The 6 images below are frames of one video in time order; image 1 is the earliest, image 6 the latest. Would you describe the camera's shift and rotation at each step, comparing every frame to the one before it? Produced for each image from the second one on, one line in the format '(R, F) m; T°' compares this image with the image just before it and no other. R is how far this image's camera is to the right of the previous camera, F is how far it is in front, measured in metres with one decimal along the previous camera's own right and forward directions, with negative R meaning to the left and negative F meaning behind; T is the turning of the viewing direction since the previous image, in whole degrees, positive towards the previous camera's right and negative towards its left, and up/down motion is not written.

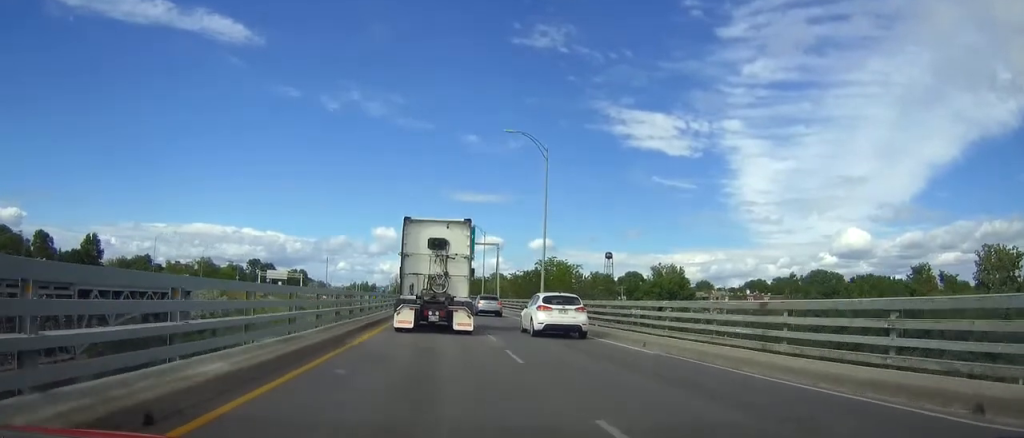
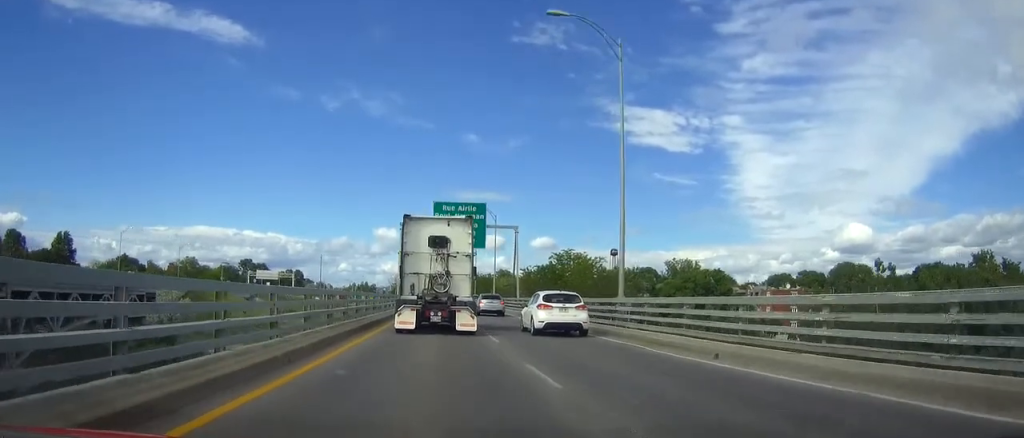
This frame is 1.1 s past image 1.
(-0.9, +20.7) m; -5°
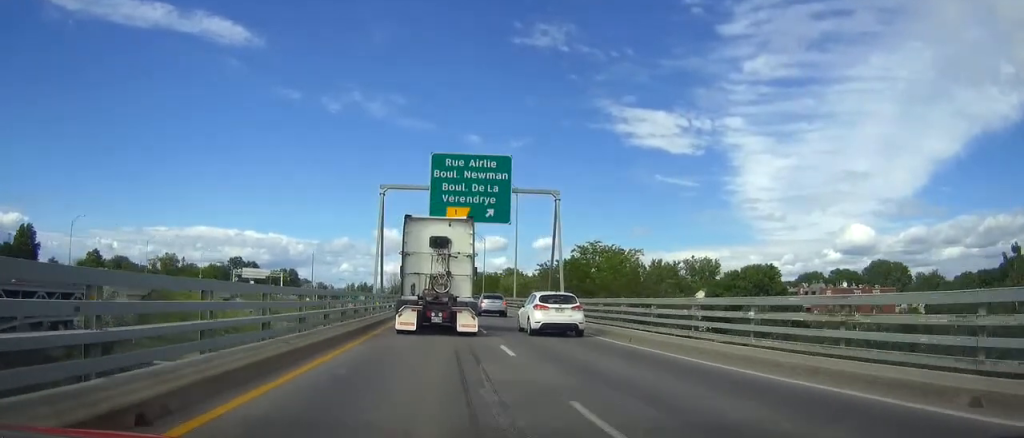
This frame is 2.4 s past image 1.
(-0.8, +24.7) m; -2°
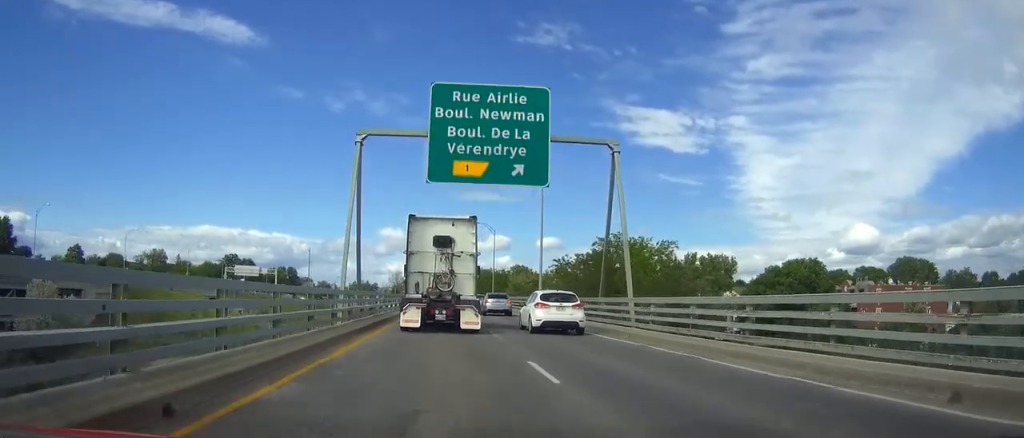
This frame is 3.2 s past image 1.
(0.0, +15.9) m; 0°
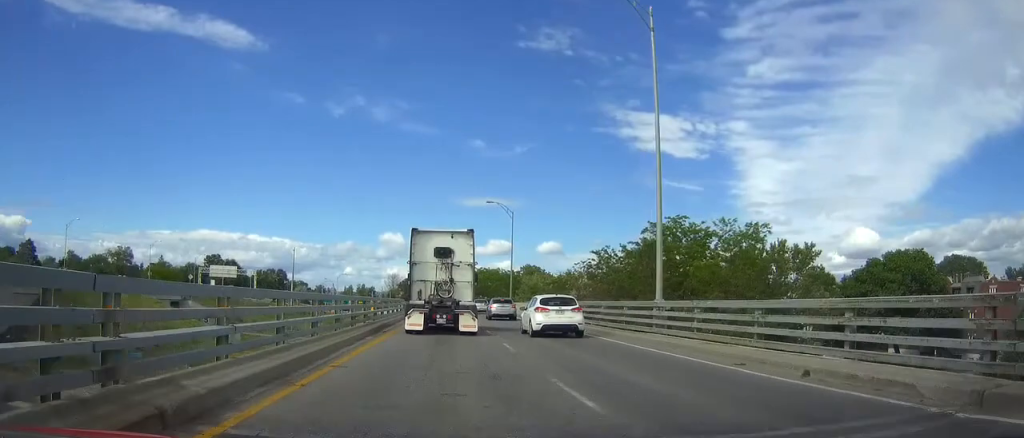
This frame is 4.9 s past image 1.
(0.0, +31.5) m; 0°
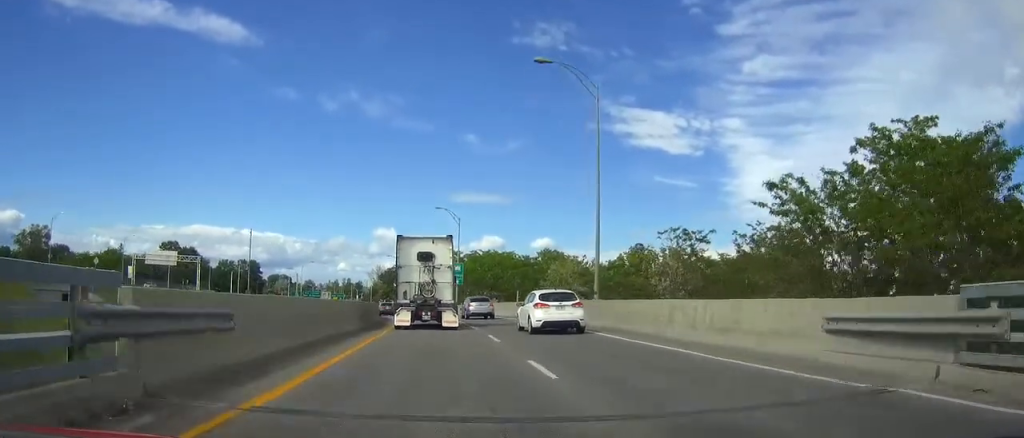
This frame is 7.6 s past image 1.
(0.0, +52.5) m; 0°
